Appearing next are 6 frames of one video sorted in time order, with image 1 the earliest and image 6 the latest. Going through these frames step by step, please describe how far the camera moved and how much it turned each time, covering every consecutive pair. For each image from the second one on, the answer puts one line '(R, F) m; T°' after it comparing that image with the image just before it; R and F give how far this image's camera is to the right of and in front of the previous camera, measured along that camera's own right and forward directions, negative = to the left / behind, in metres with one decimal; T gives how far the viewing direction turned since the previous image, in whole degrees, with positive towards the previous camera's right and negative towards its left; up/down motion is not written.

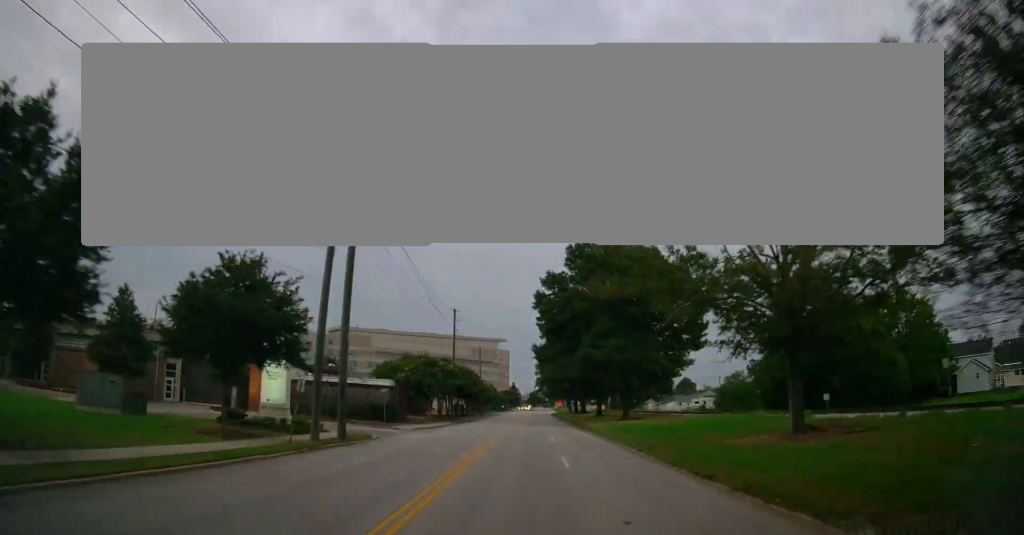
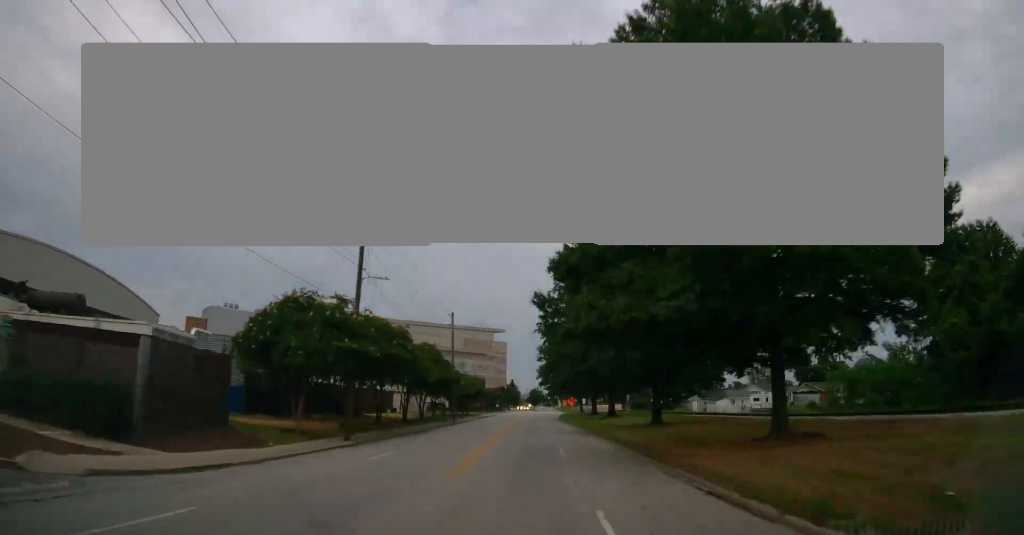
(-0.3, +33.4) m; +1°
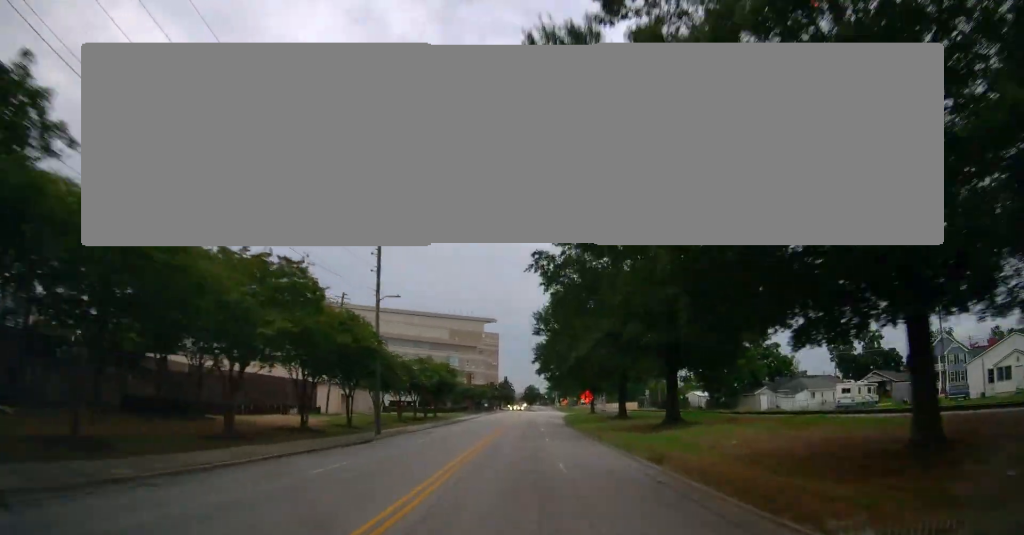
(+0.8, +28.6) m; +1°
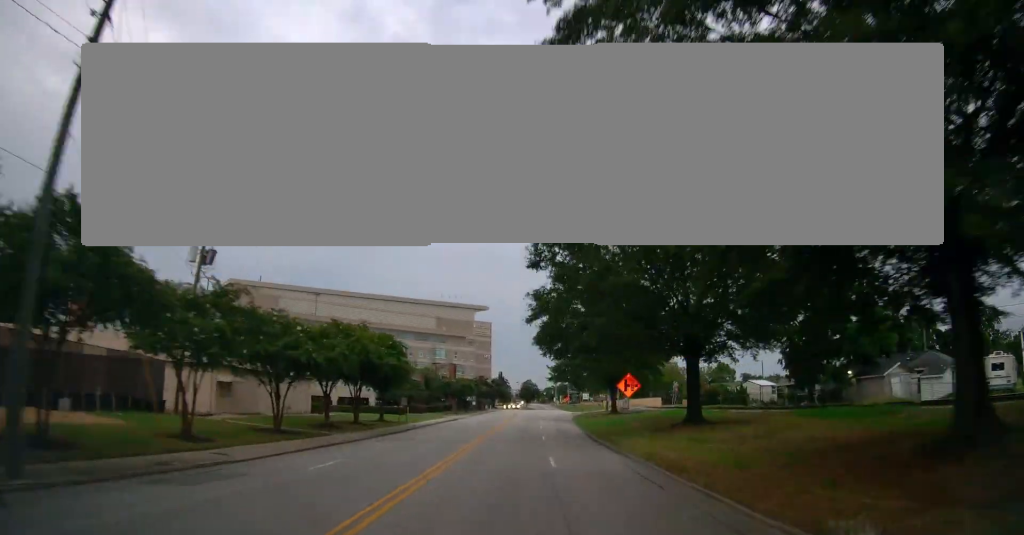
(-0.5, +24.3) m; -1°
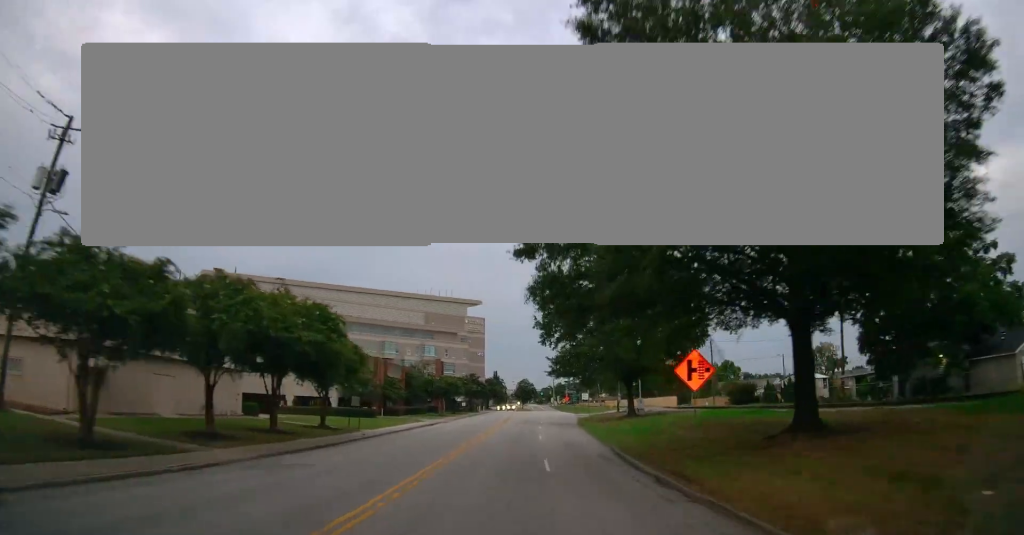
(+0.1, +12.5) m; +1°
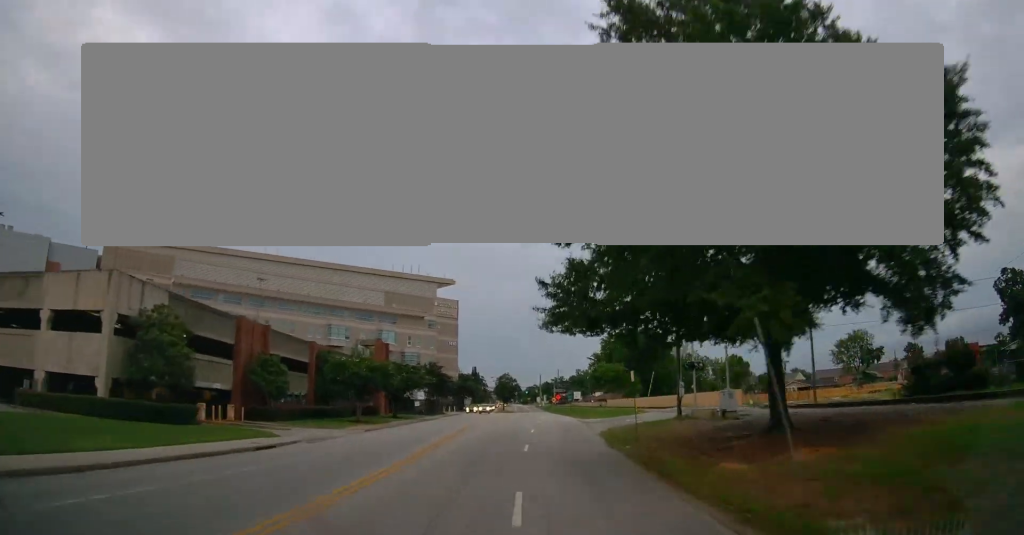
(+0.9, +31.5) m; +3°
